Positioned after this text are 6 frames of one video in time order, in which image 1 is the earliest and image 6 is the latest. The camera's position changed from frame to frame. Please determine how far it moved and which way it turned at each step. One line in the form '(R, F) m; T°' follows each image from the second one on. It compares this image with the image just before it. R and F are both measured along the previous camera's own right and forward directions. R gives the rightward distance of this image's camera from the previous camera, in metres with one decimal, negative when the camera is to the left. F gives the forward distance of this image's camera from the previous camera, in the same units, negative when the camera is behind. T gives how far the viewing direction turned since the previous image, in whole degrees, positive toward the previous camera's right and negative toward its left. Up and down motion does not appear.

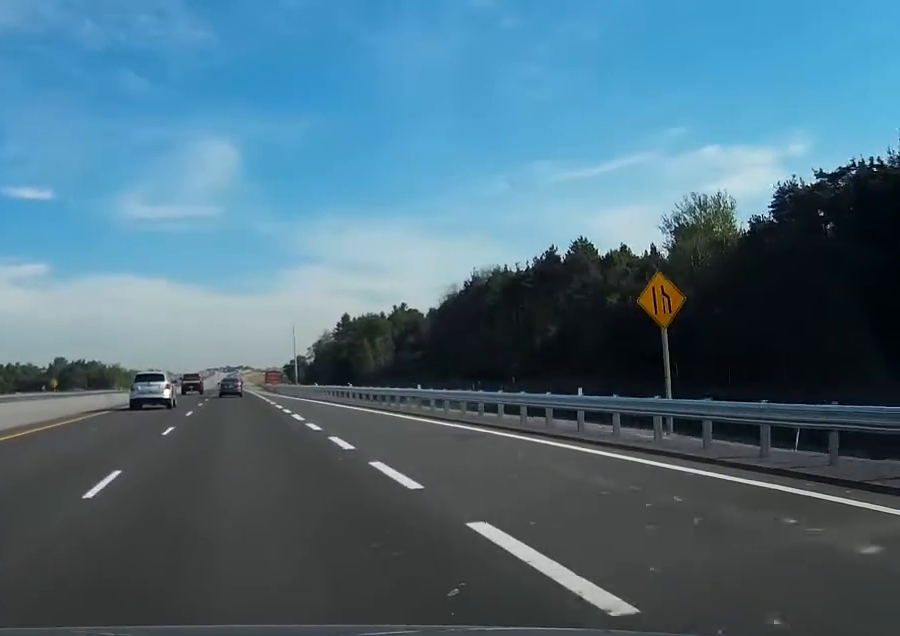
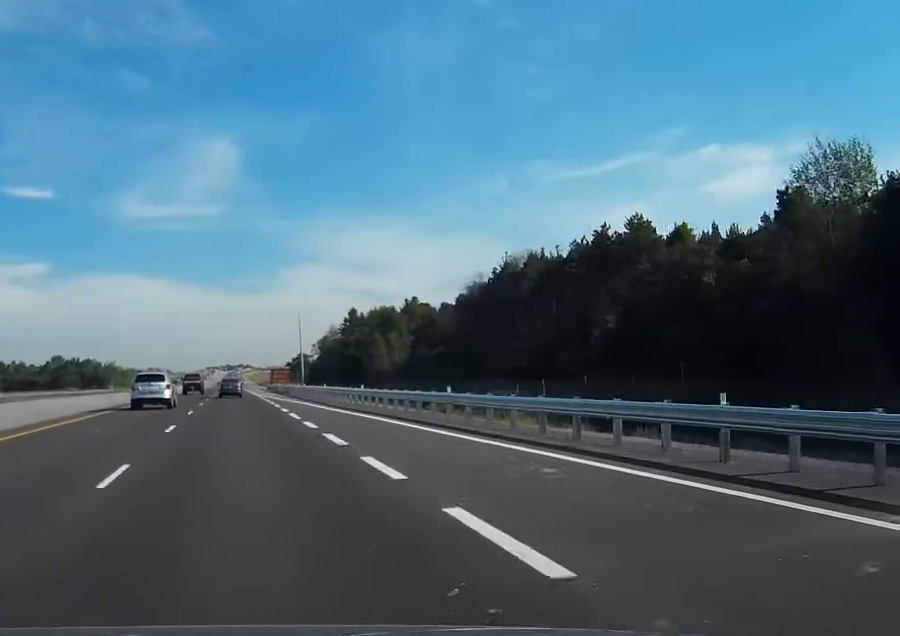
(0.0, +22.9) m; 0°
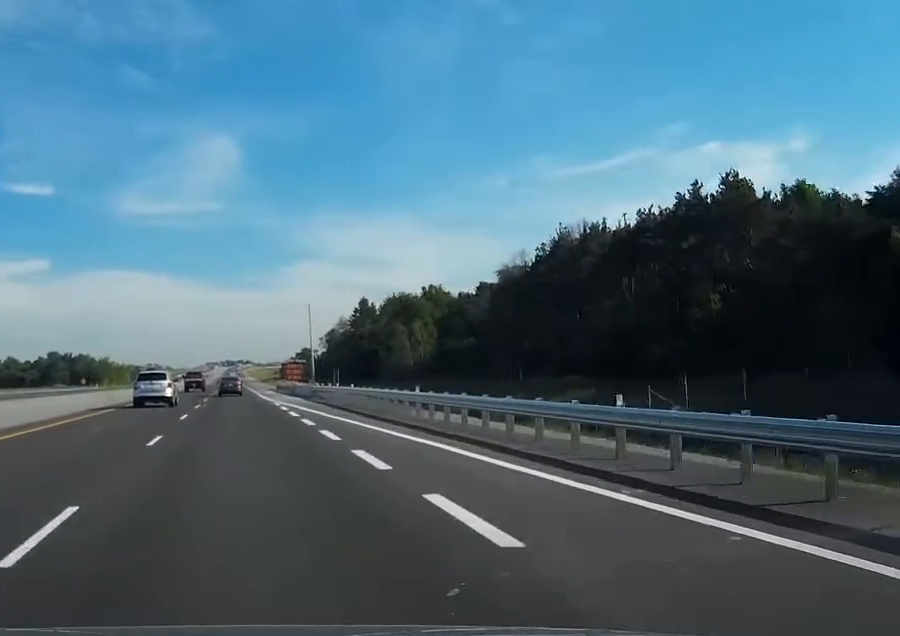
(0.0, +28.8) m; 0°
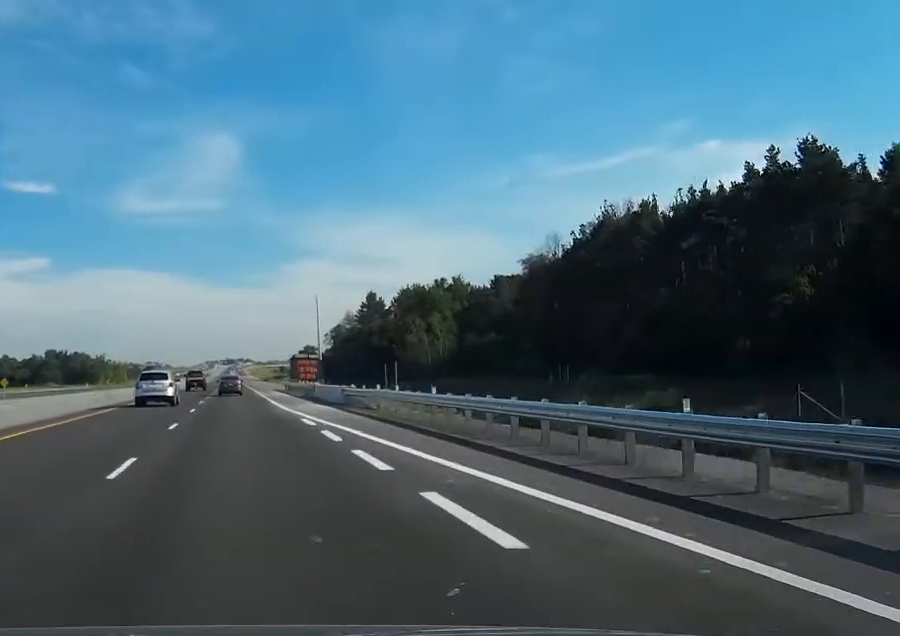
(0.0, +17.8) m; 0°
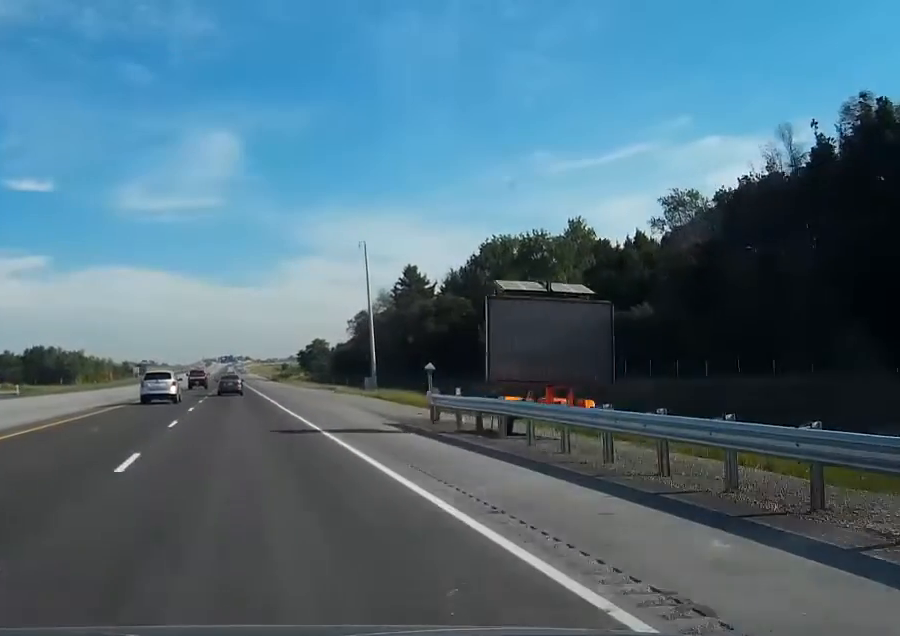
(0.0, +70.3) m; 0°
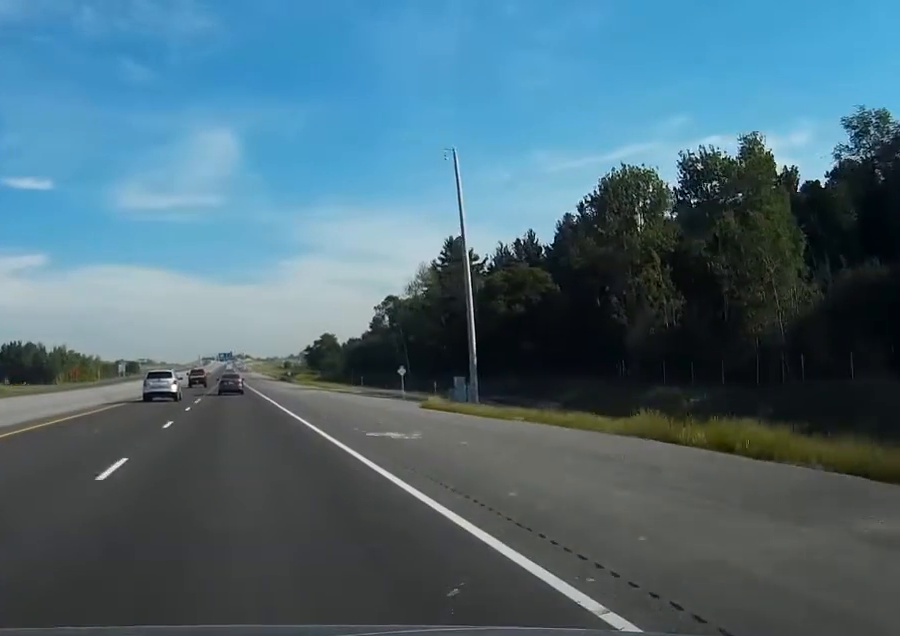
(+0.2, +48.5) m; 0°
